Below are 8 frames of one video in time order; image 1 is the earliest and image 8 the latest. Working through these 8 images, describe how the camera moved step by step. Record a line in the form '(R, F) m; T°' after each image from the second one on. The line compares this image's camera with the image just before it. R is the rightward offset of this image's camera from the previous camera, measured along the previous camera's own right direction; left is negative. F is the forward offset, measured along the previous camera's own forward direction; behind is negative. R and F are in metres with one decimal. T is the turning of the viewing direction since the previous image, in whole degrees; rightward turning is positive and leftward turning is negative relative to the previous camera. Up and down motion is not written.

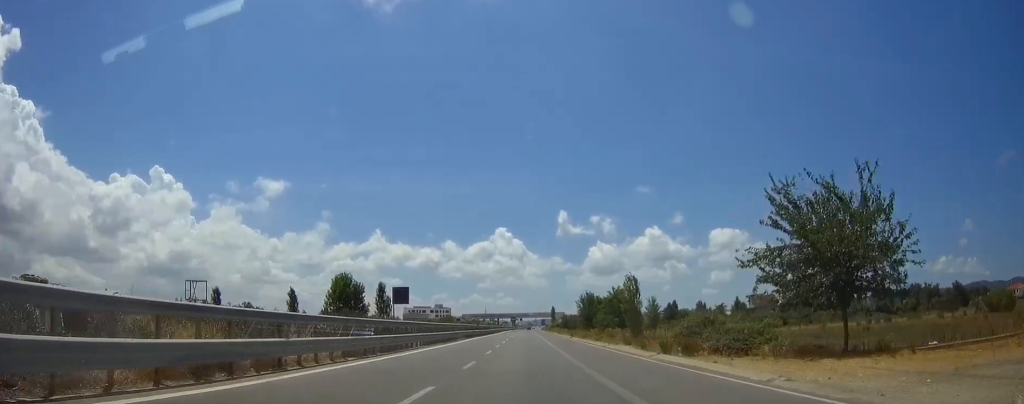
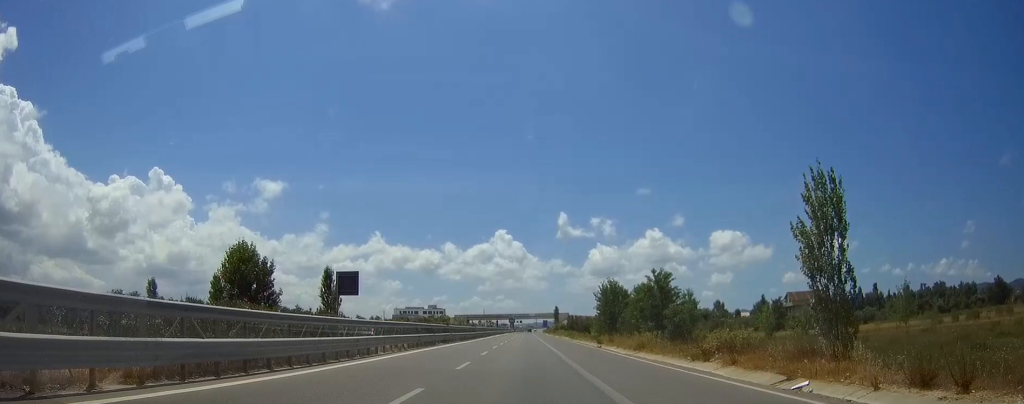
(0.0, +35.6) m; 0°
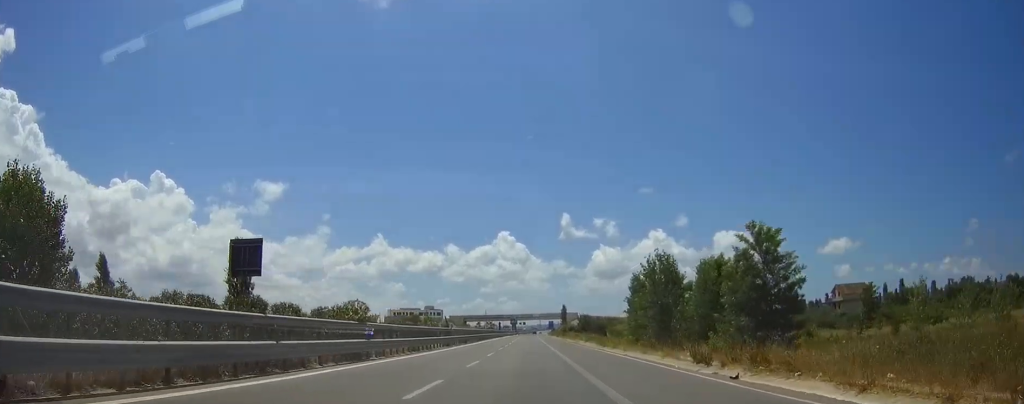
(-0.2, +32.9) m; 0°
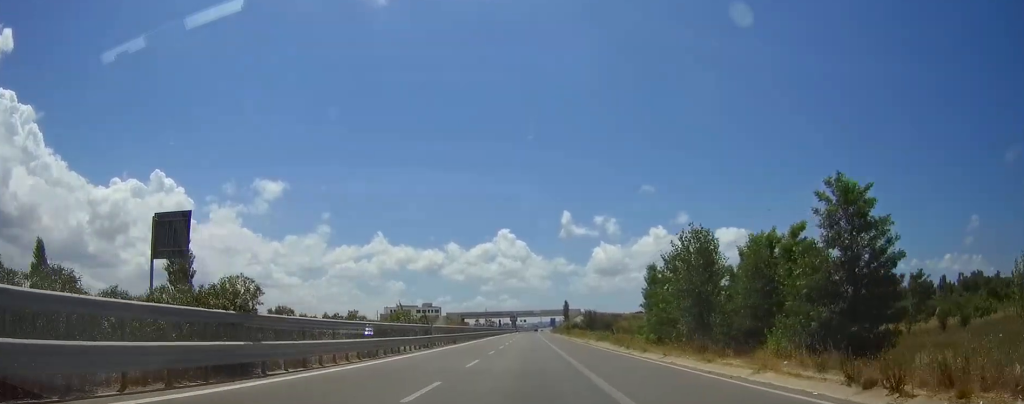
(0.0, +12.4) m; 0°
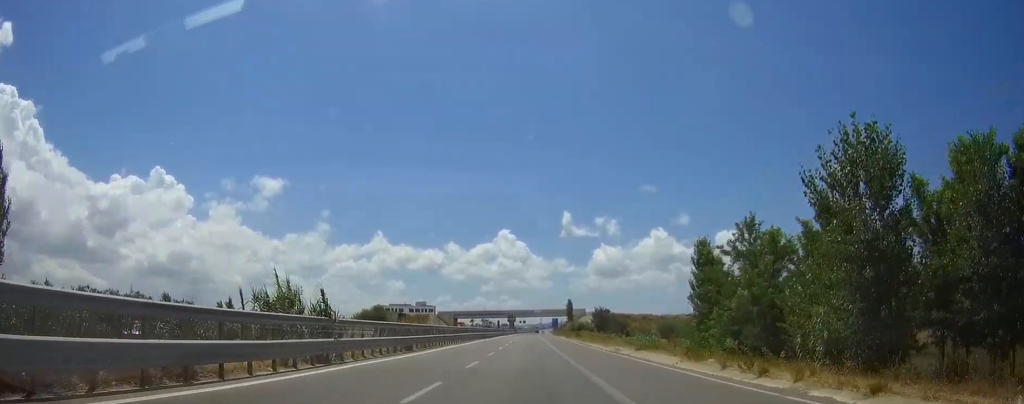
(-0.1, +24.1) m; 0°
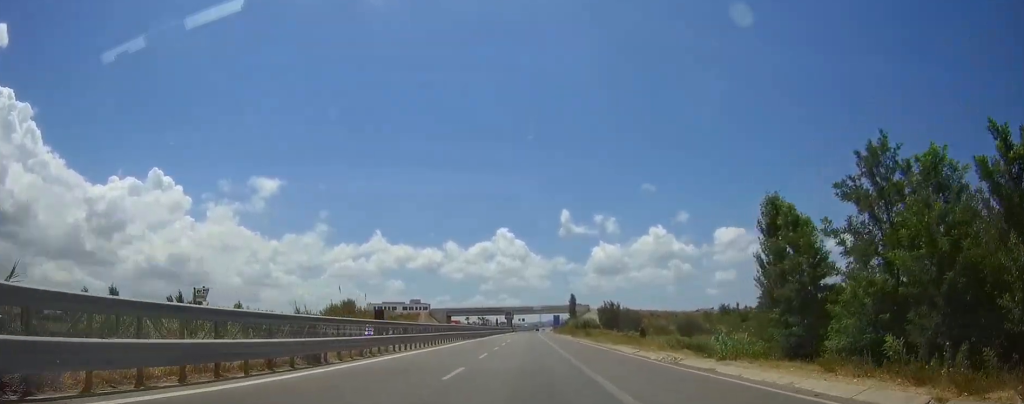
(0.0, +18.0) m; 0°
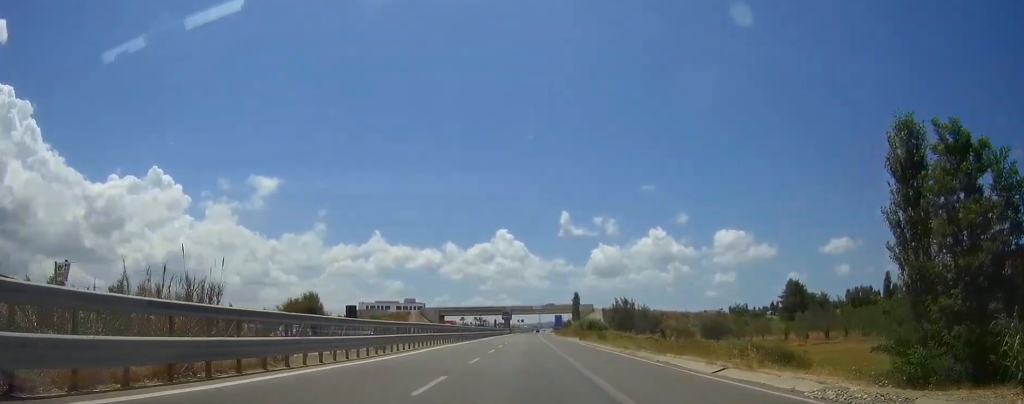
(0.0, +16.4) m; 0°
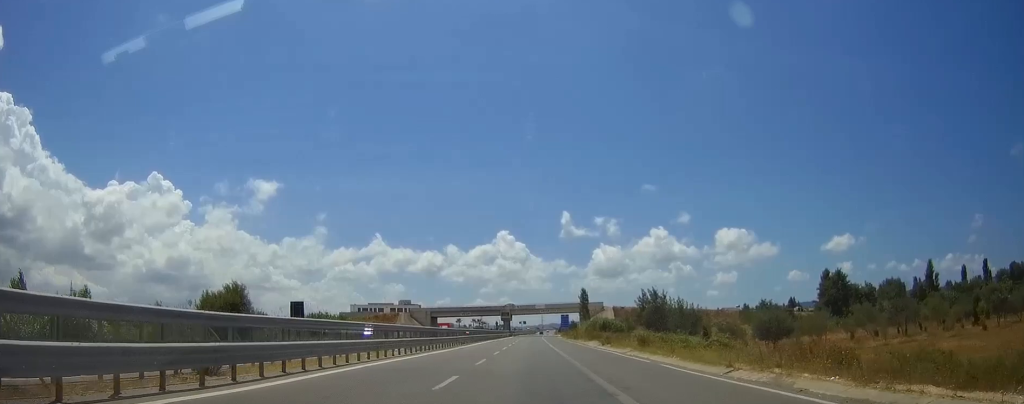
(0.0, +21.9) m; 0°
